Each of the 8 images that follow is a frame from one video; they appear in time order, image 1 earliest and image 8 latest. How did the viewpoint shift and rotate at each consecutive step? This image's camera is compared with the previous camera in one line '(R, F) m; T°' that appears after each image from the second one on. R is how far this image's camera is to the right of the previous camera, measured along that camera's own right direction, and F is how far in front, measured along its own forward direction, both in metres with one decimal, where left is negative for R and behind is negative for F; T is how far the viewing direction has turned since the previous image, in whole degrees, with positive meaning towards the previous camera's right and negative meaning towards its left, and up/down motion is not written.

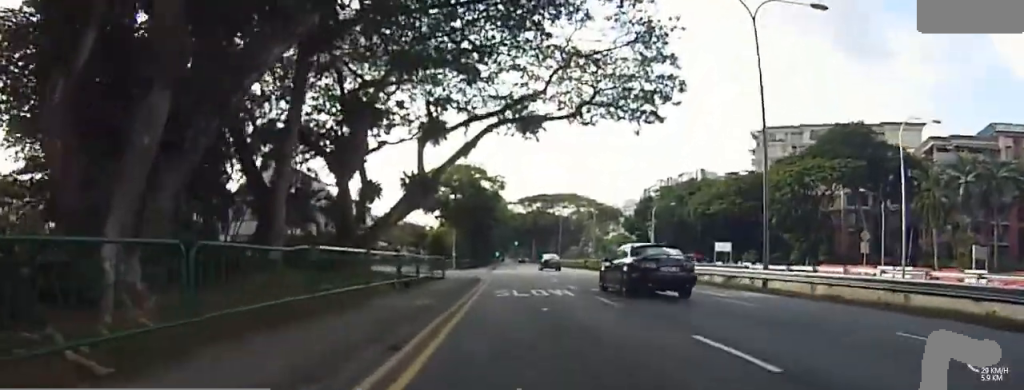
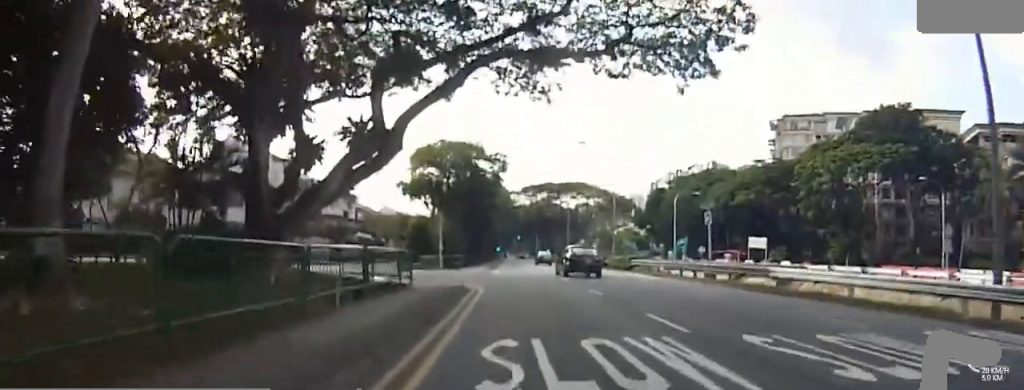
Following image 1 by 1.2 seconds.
(-0.4, +8.8) m; -10°
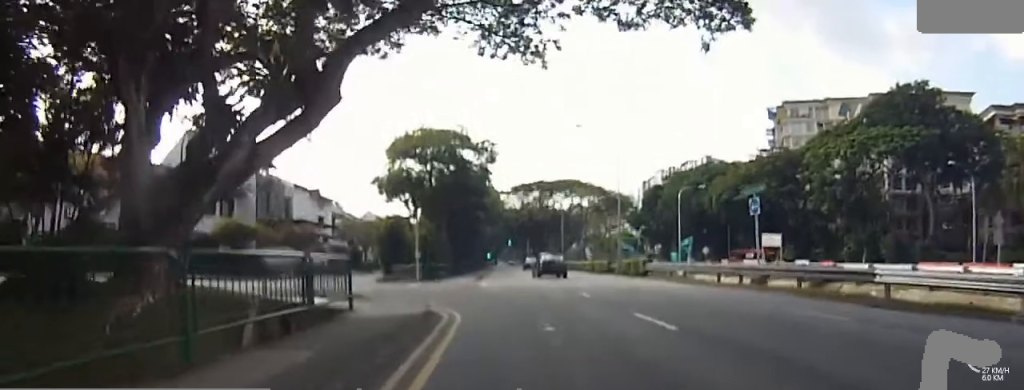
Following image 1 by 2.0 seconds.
(-0.5, +5.1) m; -18°
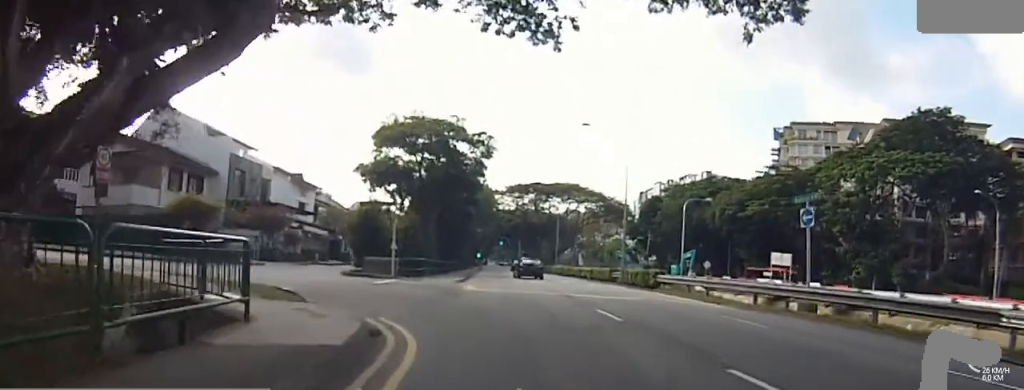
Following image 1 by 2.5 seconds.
(+0.1, +3.4) m; -15°
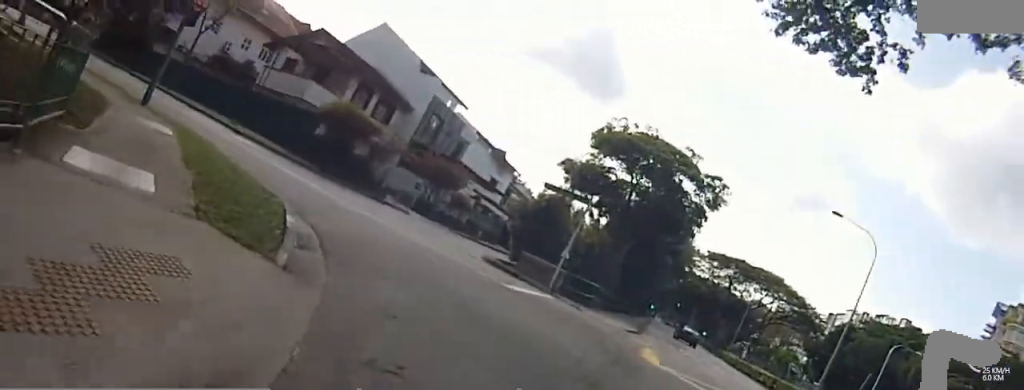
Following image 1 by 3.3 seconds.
(-1.9, +5.8) m; -21°
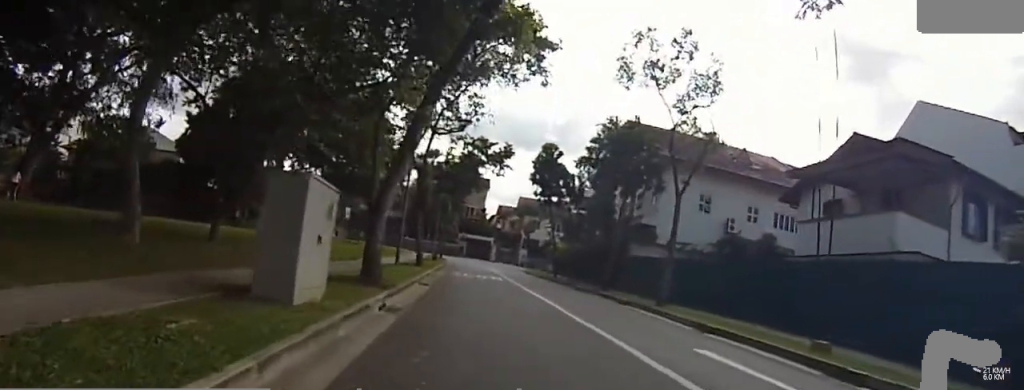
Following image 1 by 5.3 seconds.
(-7.3, +20.2) m; -34°
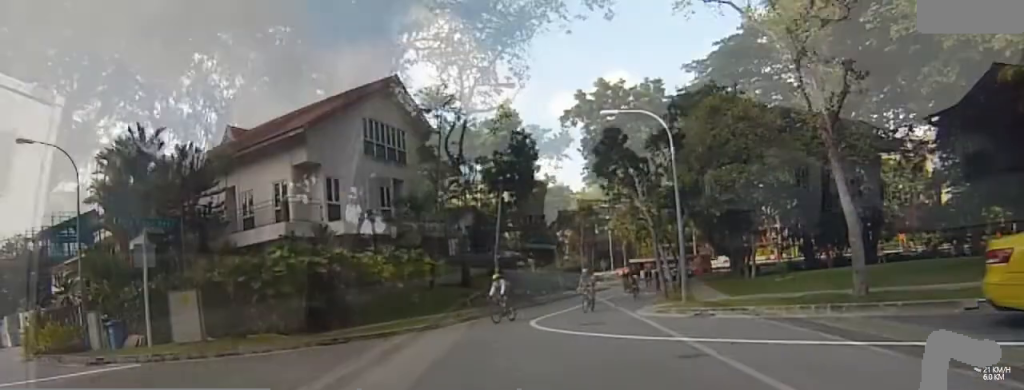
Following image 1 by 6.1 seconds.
(-0.4, +10.6) m; -2°
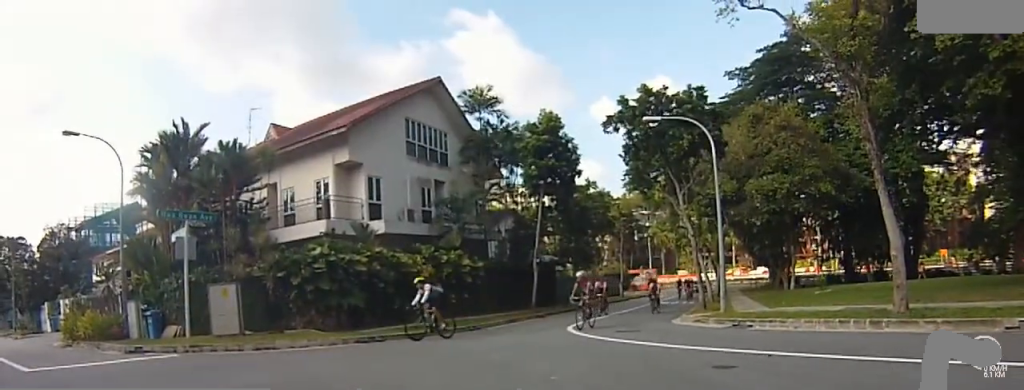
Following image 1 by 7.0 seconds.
(-0.1, +10.3) m; -2°
